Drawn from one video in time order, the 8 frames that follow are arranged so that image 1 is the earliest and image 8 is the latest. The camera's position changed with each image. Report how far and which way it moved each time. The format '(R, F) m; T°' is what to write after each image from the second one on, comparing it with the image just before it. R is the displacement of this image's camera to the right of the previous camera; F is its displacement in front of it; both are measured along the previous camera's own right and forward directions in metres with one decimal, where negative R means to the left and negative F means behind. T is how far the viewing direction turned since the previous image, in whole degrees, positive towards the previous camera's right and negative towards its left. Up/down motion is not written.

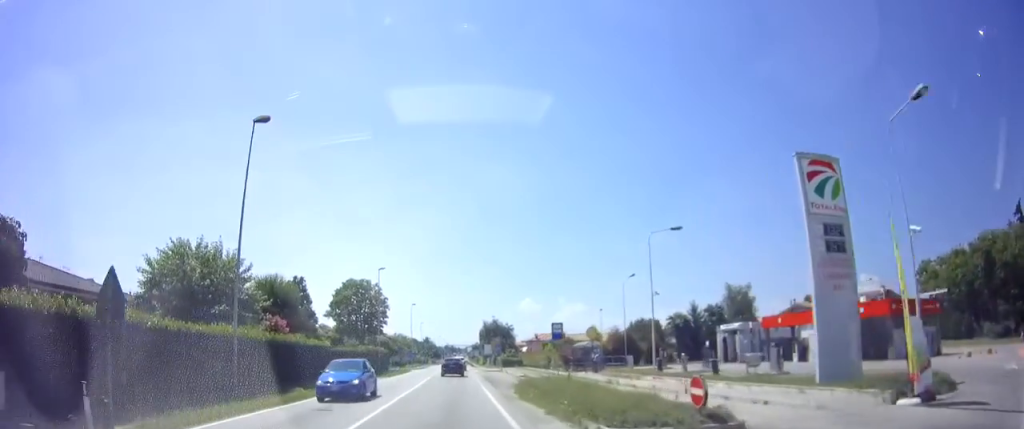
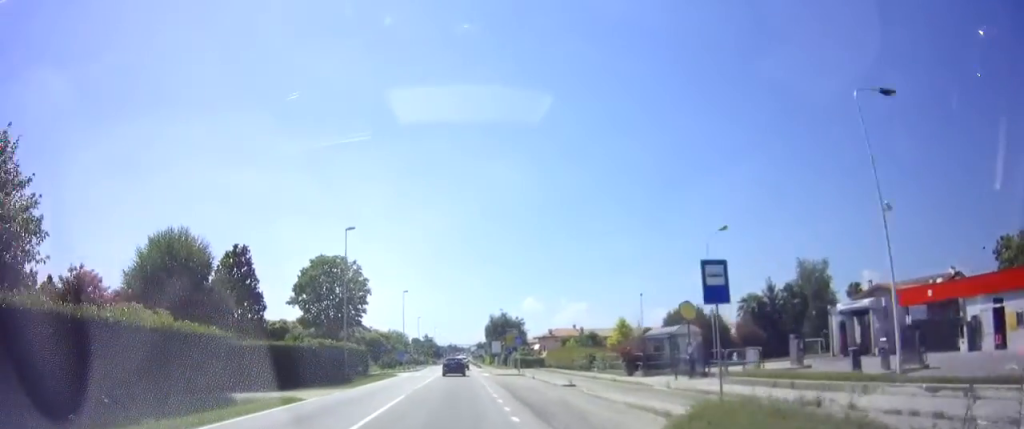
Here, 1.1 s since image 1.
(0.0, +17.3) m; 0°
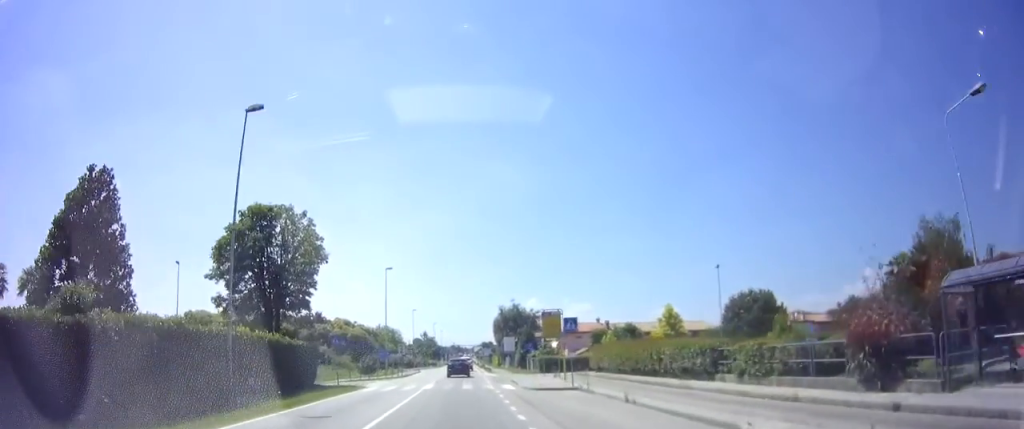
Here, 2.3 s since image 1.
(+0.1, +19.1) m; 0°
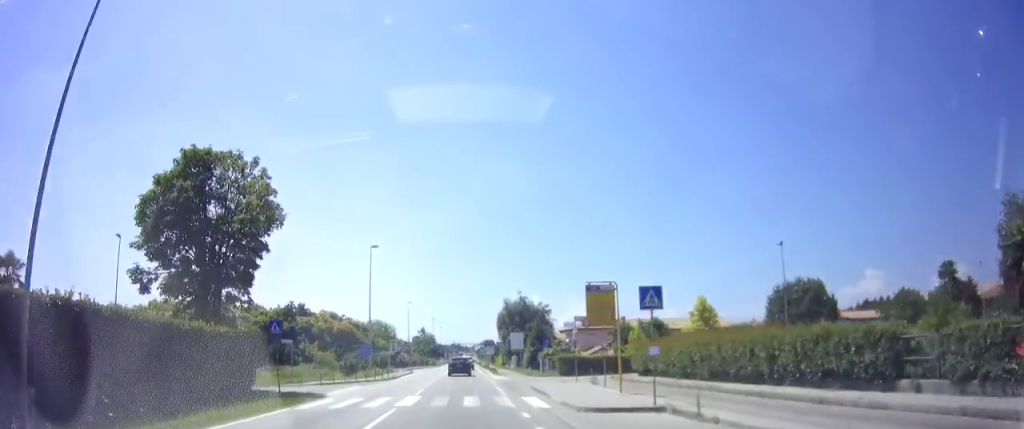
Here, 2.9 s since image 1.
(0.0, +9.7) m; 0°
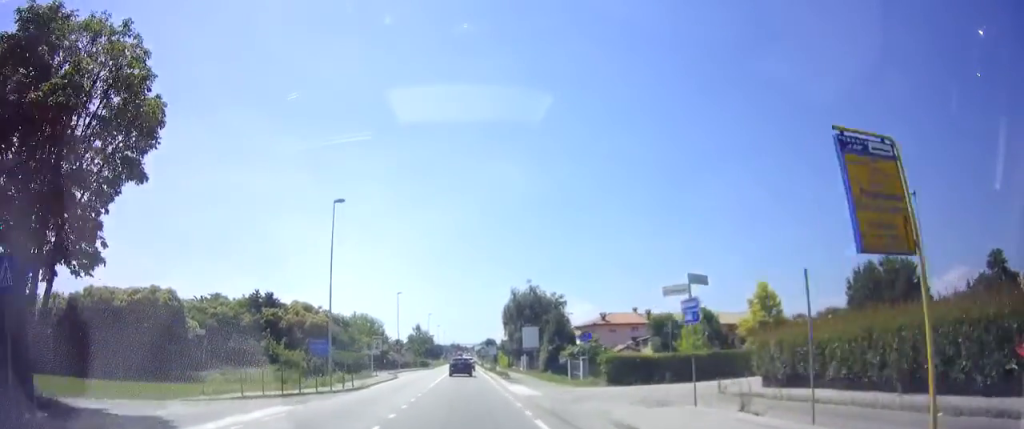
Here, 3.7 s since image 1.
(+0.1, +13.6) m; -1°
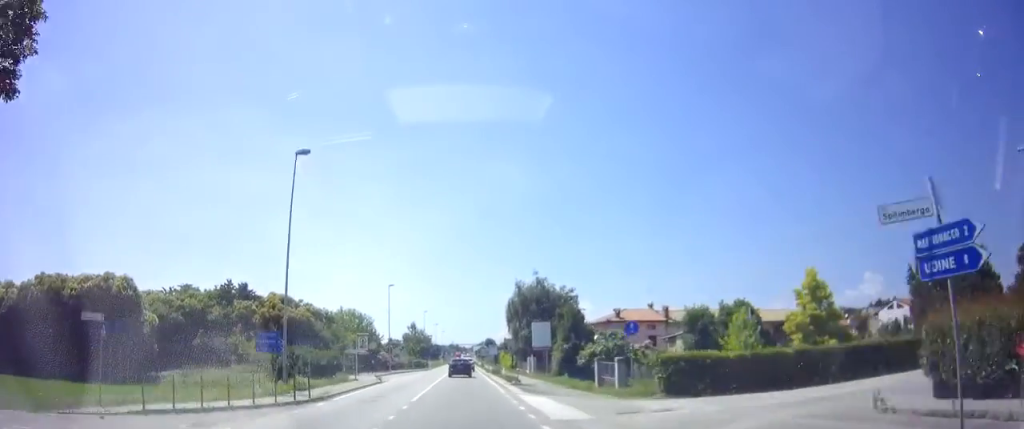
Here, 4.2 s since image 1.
(-0.2, +7.7) m; 0°
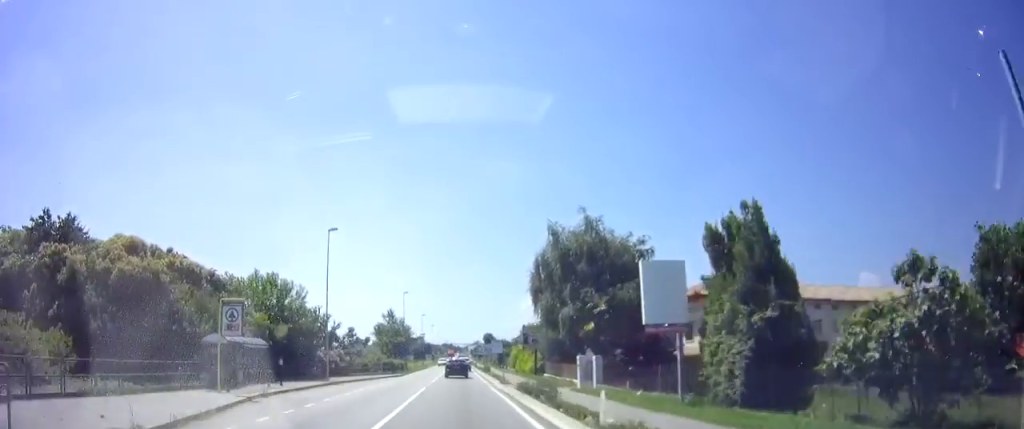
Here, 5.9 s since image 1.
(+0.3, +27.6) m; +2°
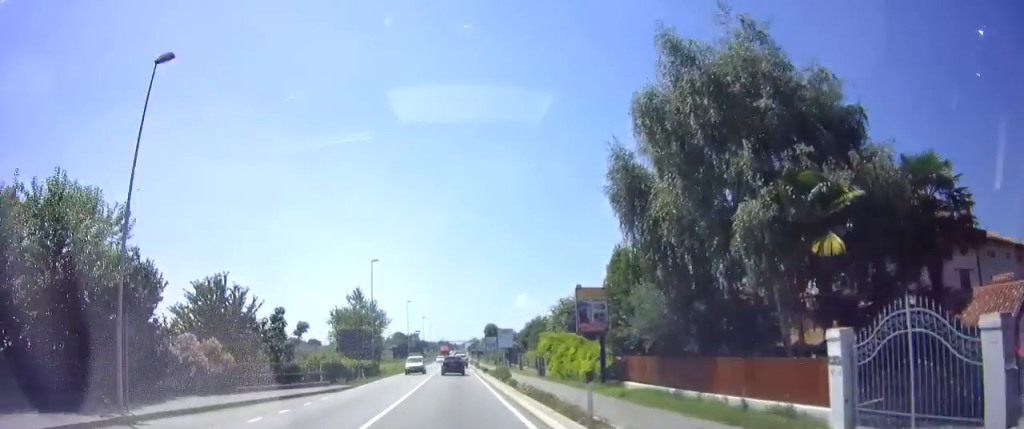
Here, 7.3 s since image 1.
(+0.4, +23.5) m; 0°
